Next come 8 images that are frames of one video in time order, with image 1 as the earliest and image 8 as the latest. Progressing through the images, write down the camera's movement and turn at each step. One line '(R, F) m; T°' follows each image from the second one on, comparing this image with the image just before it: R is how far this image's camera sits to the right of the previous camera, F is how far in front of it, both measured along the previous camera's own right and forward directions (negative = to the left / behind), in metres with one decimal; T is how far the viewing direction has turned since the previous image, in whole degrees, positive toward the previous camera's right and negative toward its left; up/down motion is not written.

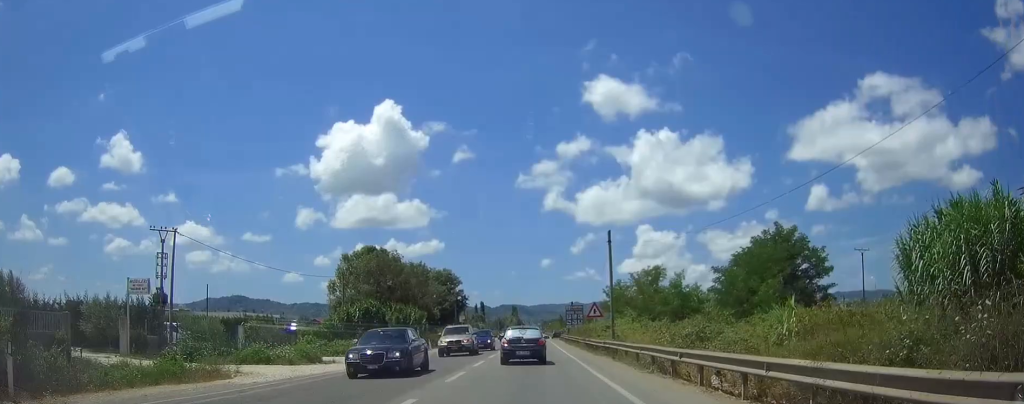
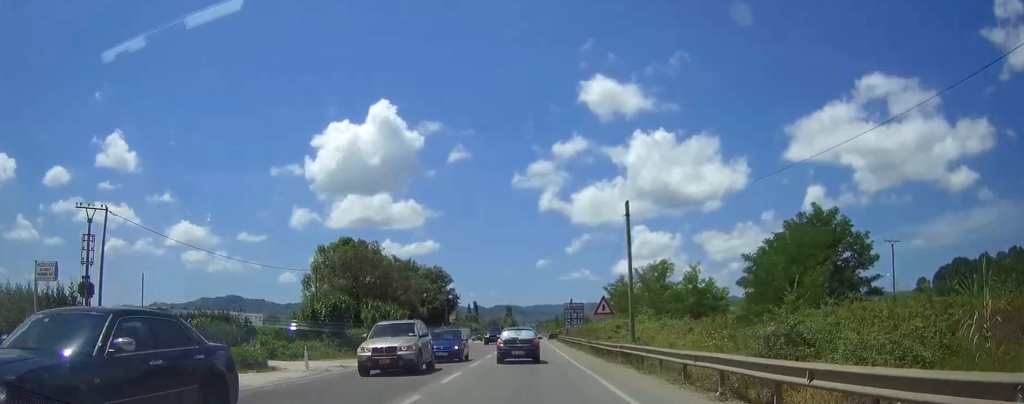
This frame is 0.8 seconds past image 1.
(0.0, +7.4) m; +1°
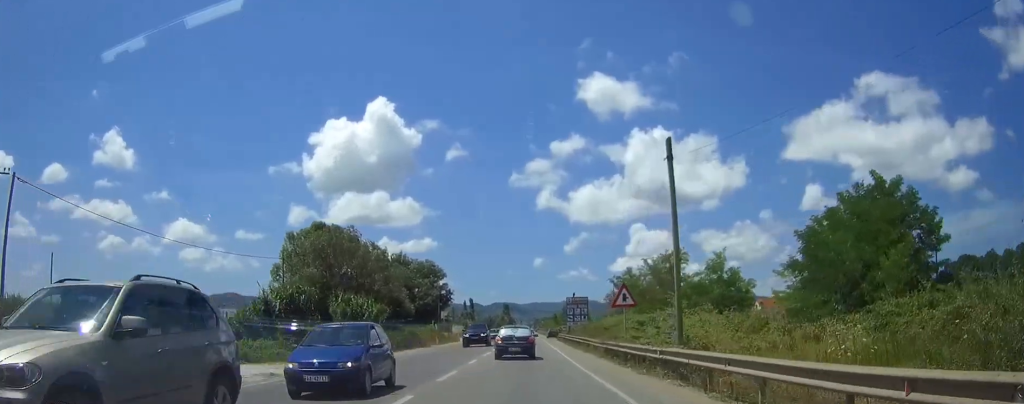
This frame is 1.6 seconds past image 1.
(0.0, +8.0) m; +1°
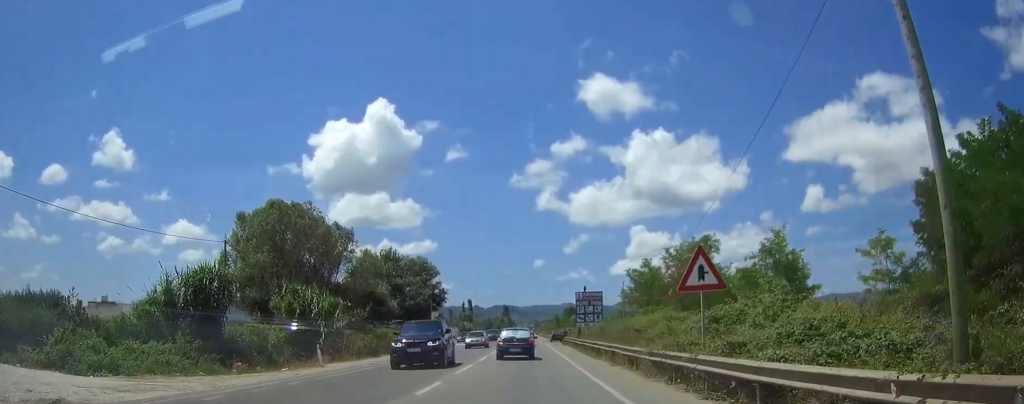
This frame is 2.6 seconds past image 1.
(+0.1, +10.9) m; 0°
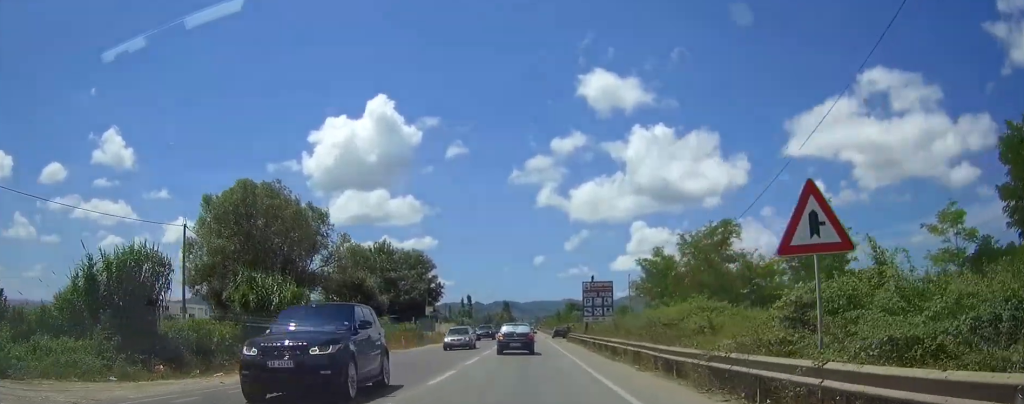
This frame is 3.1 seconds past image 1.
(0.0, +5.7) m; 0°
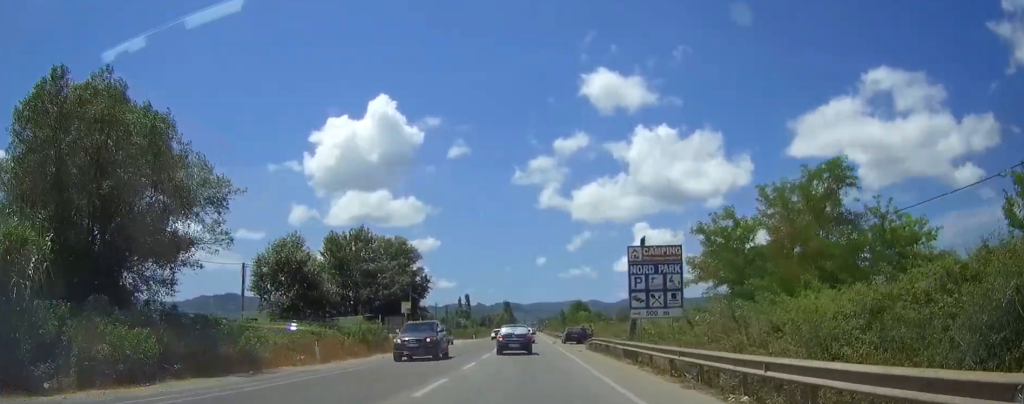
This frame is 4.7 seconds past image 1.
(+0.1, +19.3) m; 0°
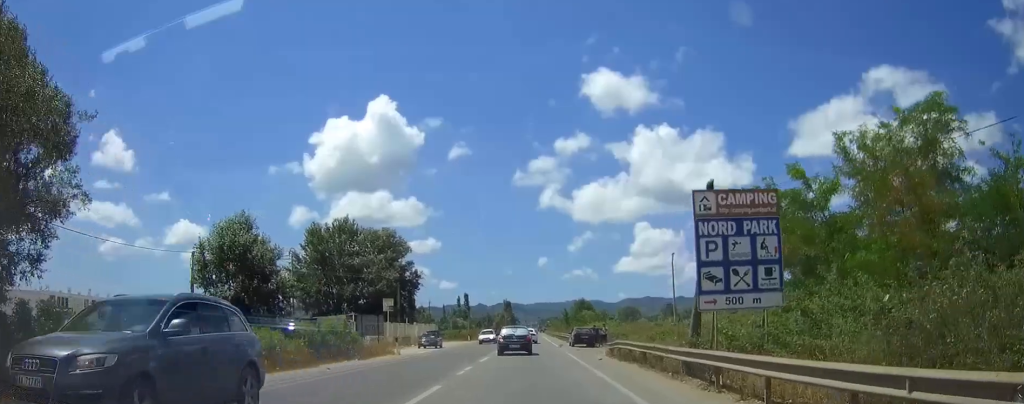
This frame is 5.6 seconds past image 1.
(0.0, +10.2) m; -1°
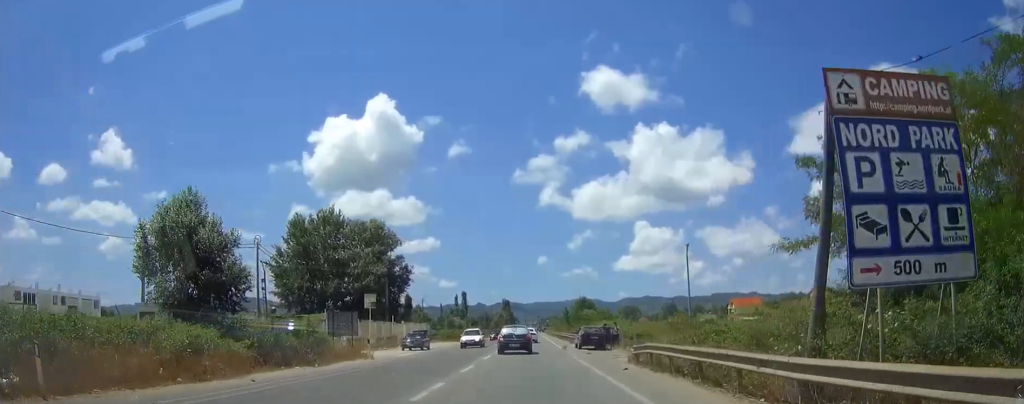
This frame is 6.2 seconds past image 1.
(-0.1, +7.2) m; -1°
